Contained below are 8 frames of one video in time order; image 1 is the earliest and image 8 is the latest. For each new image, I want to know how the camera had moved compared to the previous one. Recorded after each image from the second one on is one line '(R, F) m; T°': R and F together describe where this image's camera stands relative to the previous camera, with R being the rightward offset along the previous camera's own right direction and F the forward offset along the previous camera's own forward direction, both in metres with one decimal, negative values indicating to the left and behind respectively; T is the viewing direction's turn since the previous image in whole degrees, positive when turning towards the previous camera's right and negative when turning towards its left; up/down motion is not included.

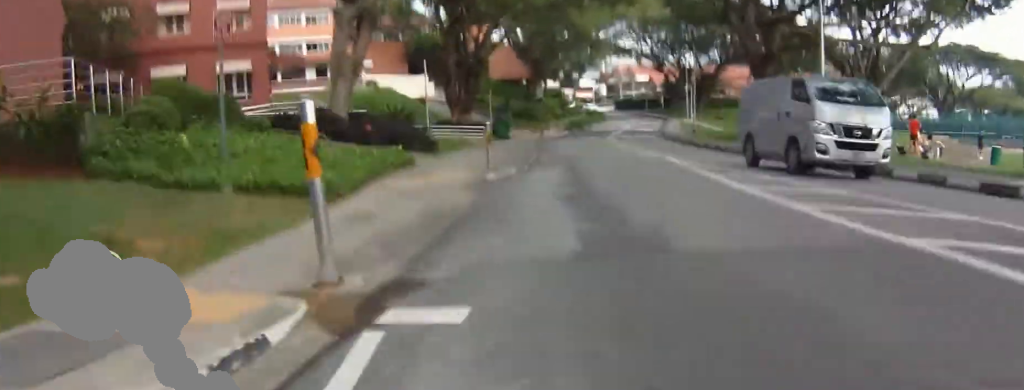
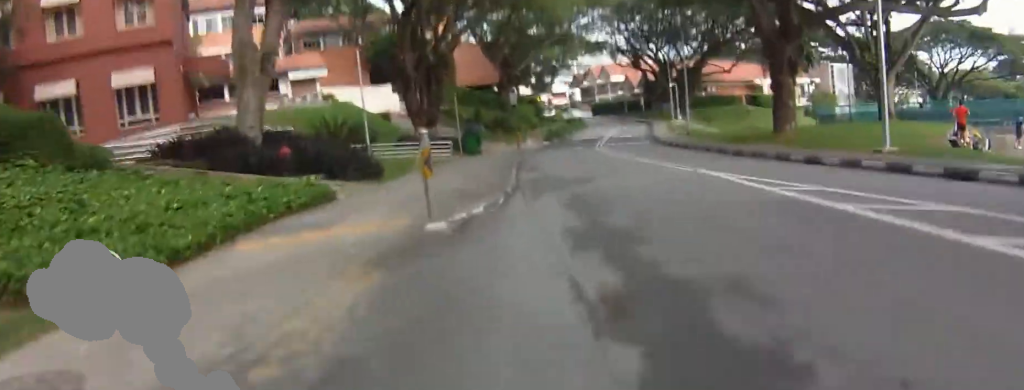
(+0.3, +5.8) m; +3°
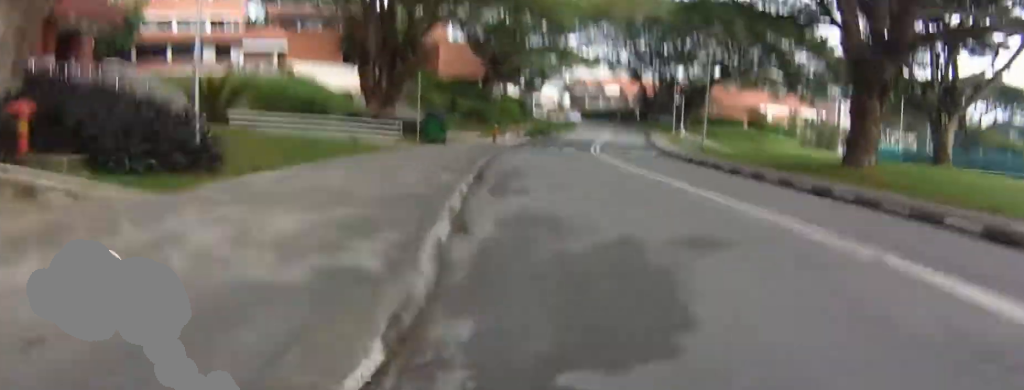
(0.0, +8.4) m; 0°
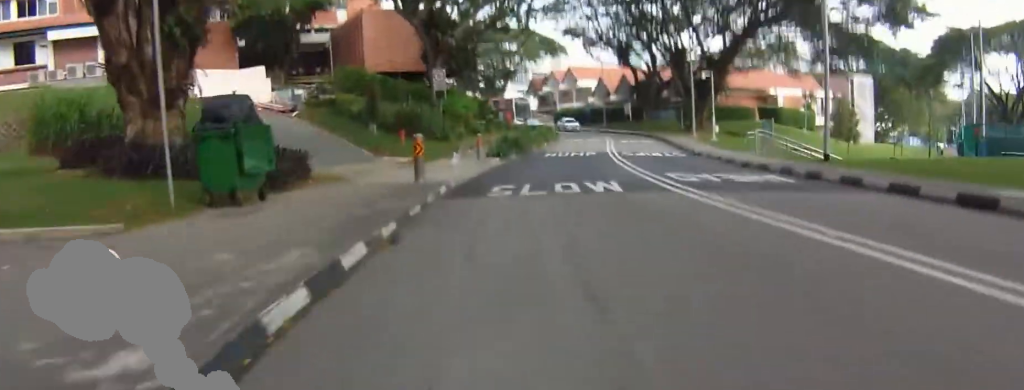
(+2.4, +17.2) m; +9°
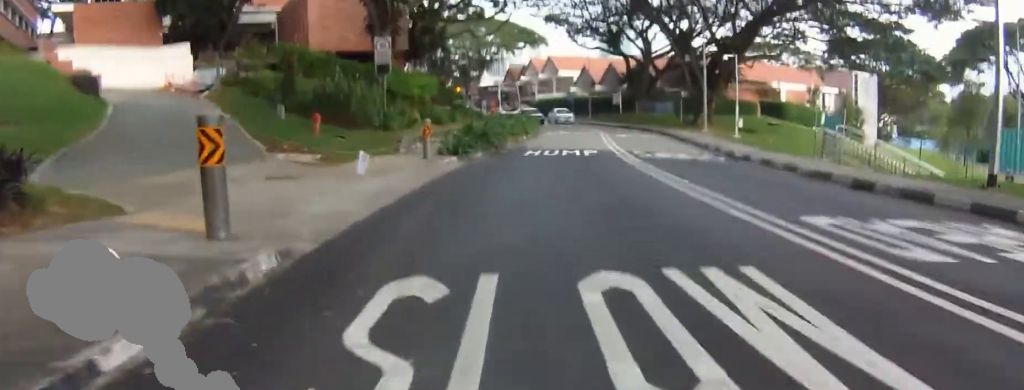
(-0.3, +8.2) m; -5°
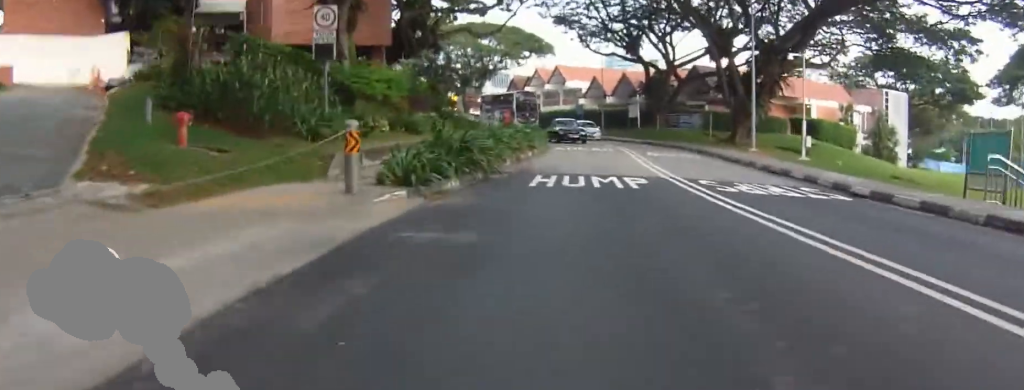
(-1.2, +9.0) m; -1°
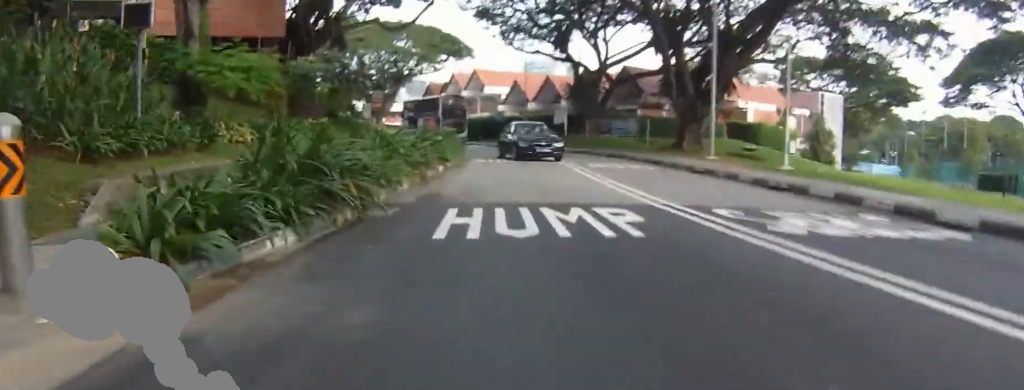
(+1.0, +7.4) m; +8°
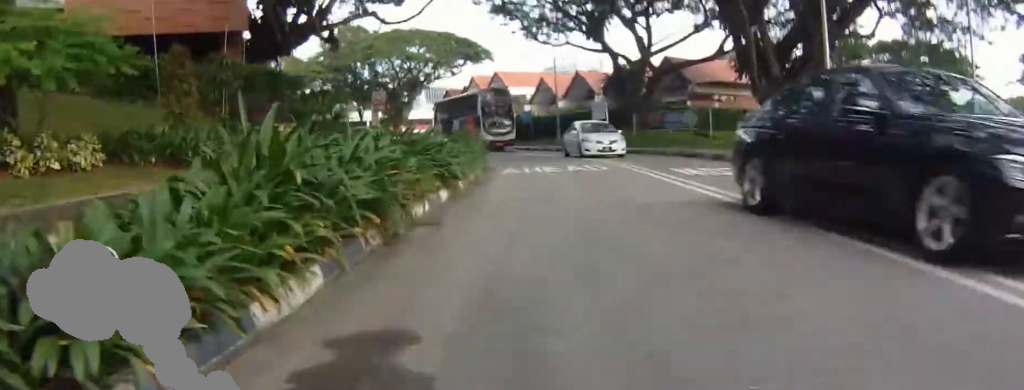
(0.0, +10.1) m; -4°
